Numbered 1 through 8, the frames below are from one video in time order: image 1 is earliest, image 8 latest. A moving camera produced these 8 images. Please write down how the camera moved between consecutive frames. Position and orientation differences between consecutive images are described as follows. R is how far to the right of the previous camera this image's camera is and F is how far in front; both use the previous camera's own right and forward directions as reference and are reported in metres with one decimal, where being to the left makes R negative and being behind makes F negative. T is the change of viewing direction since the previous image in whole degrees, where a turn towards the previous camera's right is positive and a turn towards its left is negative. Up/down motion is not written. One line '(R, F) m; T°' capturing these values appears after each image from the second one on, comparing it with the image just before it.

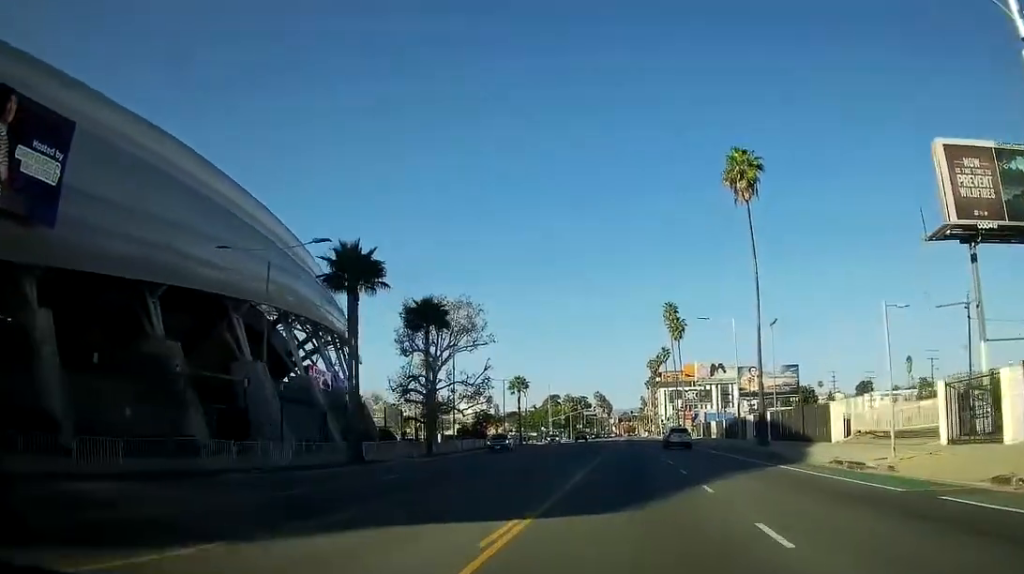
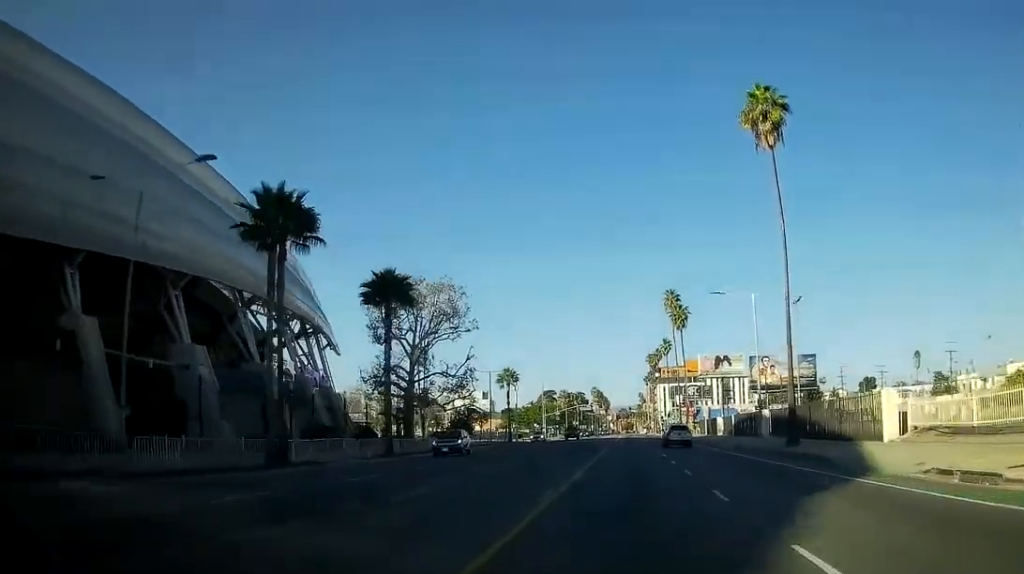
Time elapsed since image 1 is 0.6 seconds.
(0.0, +9.9) m; 0°
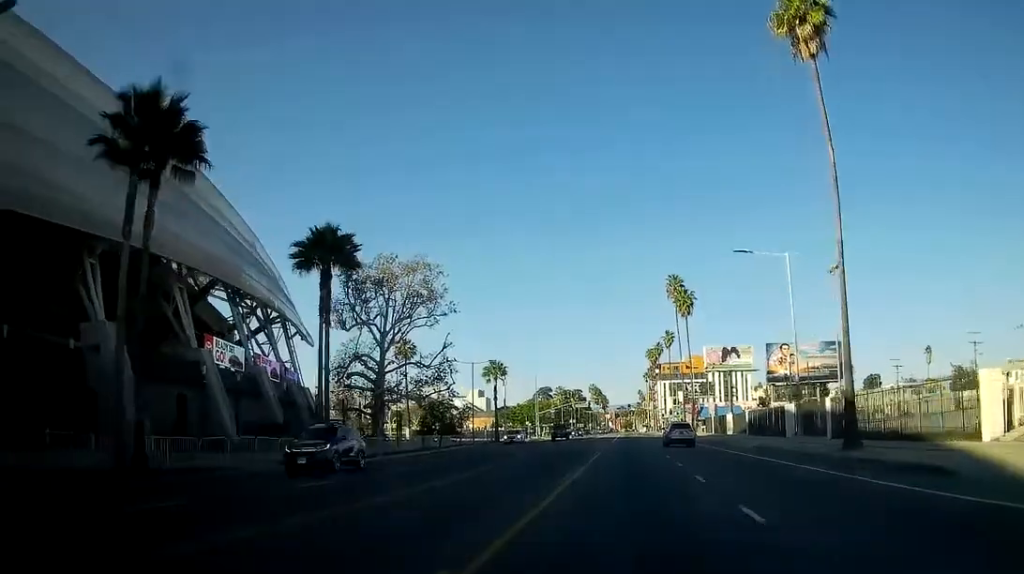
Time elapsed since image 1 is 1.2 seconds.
(0.0, +10.3) m; +1°
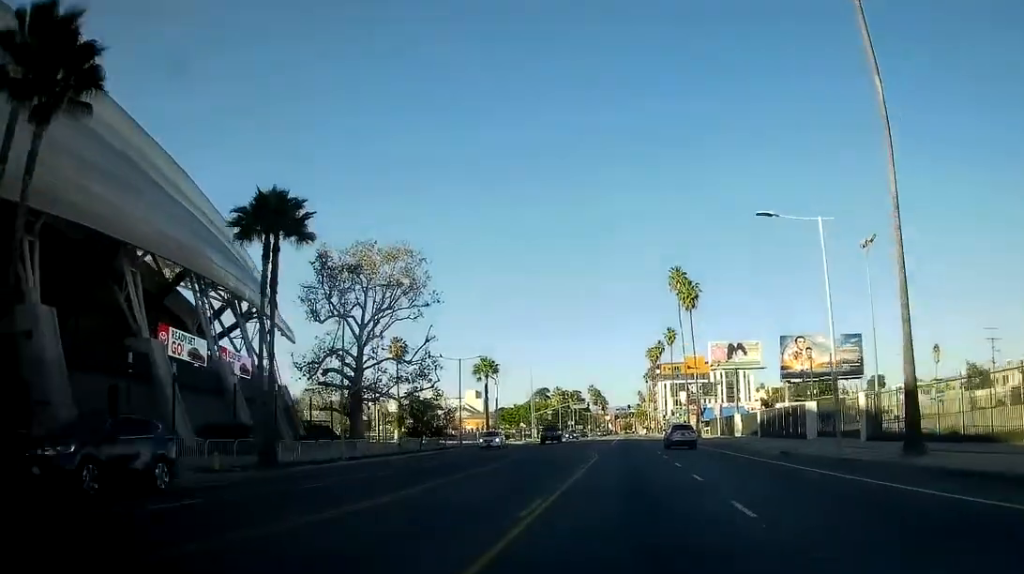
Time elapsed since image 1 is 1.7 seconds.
(0.0, +7.0) m; 0°
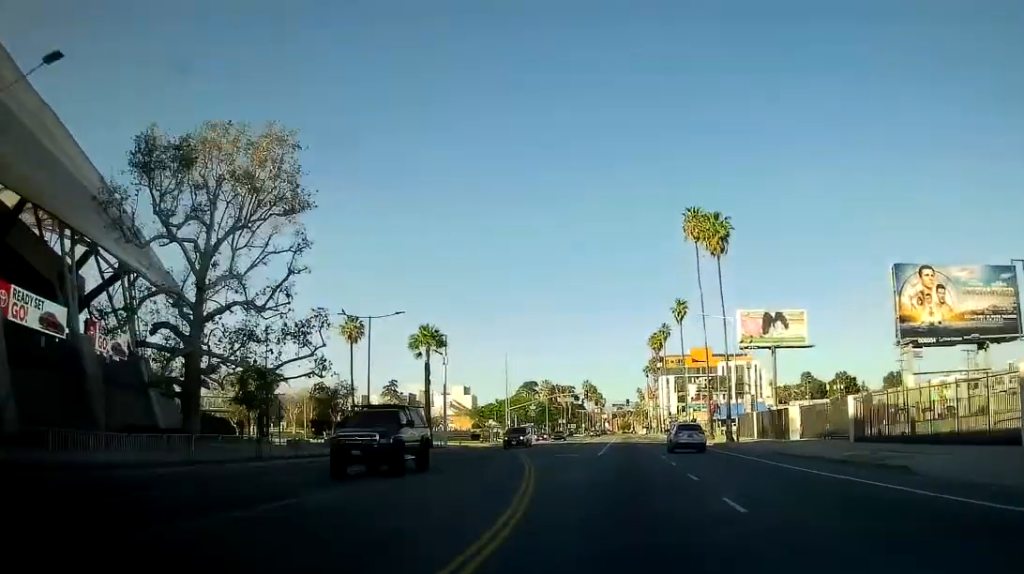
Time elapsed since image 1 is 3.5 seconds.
(+0.4, +28.5) m; +1°
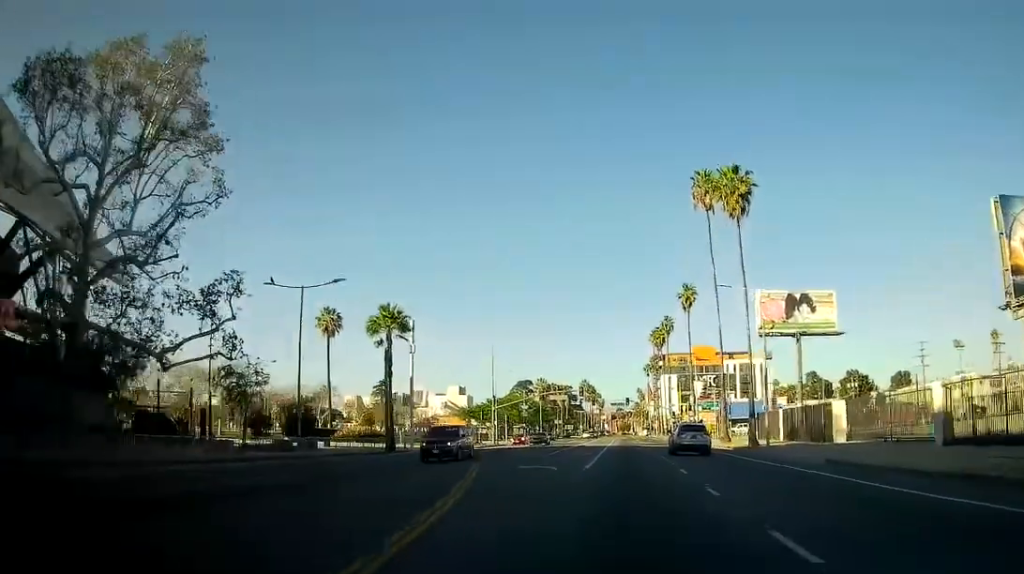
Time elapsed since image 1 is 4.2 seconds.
(0.0, +11.9) m; 0°
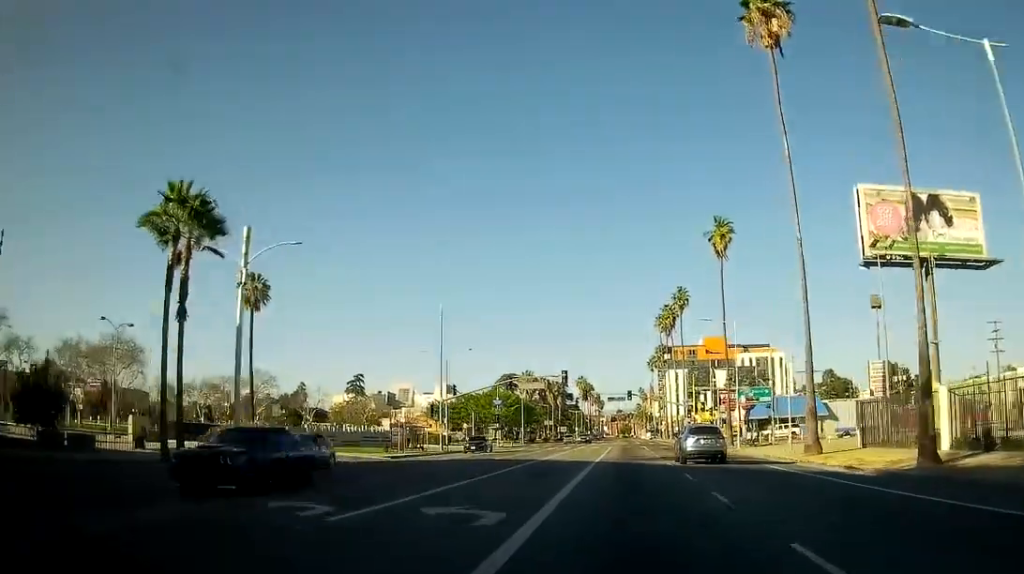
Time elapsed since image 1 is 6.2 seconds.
(-0.3, +30.6) m; -1°
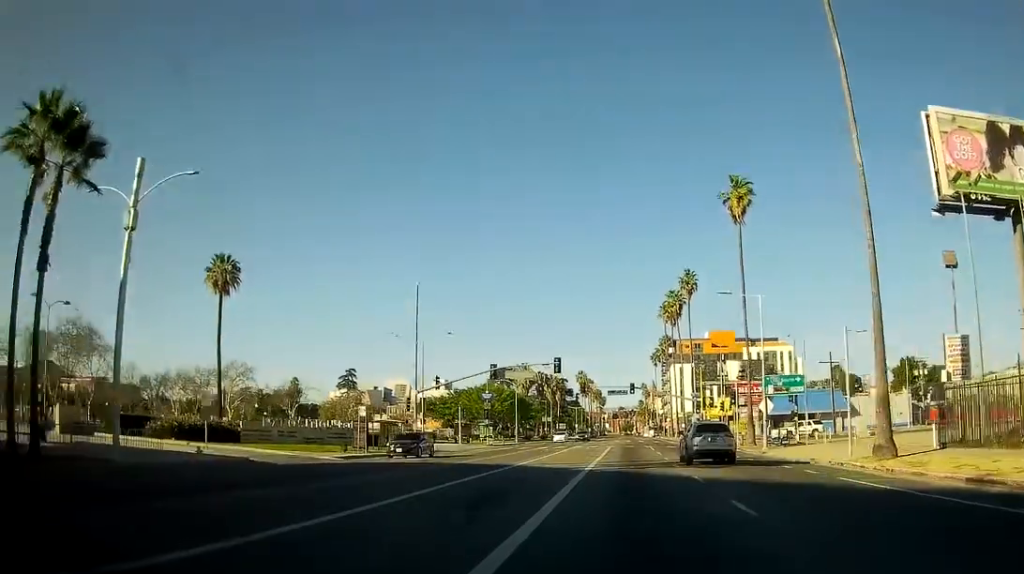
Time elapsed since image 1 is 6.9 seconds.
(0.0, +9.5) m; 0°
